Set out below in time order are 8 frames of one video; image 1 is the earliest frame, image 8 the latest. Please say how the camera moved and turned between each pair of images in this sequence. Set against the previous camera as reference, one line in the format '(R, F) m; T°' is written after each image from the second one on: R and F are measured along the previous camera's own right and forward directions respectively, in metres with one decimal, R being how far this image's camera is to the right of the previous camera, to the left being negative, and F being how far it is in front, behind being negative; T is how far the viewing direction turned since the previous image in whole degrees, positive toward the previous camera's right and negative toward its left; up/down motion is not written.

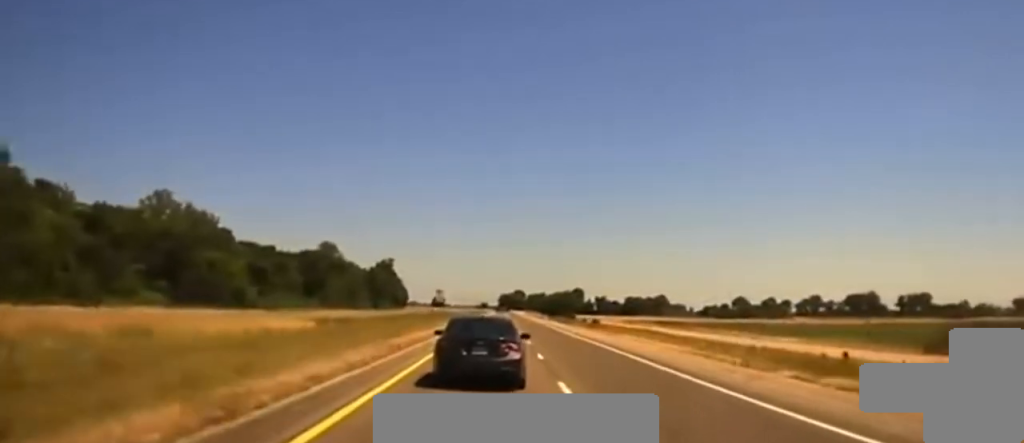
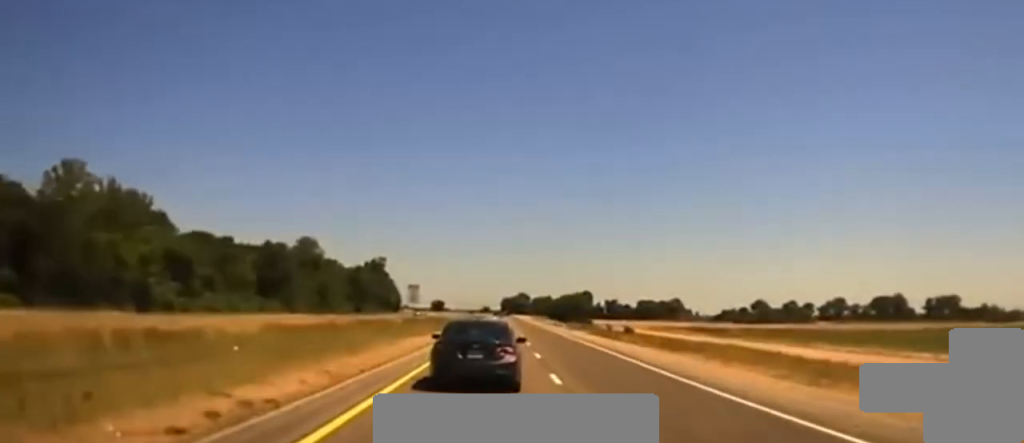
(-0.2, +43.2) m; 0°
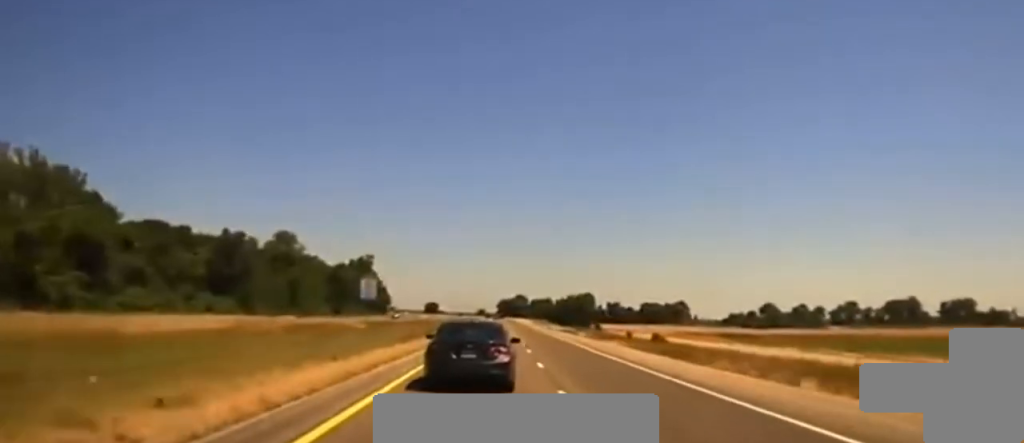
(0.0, +28.2) m; 0°
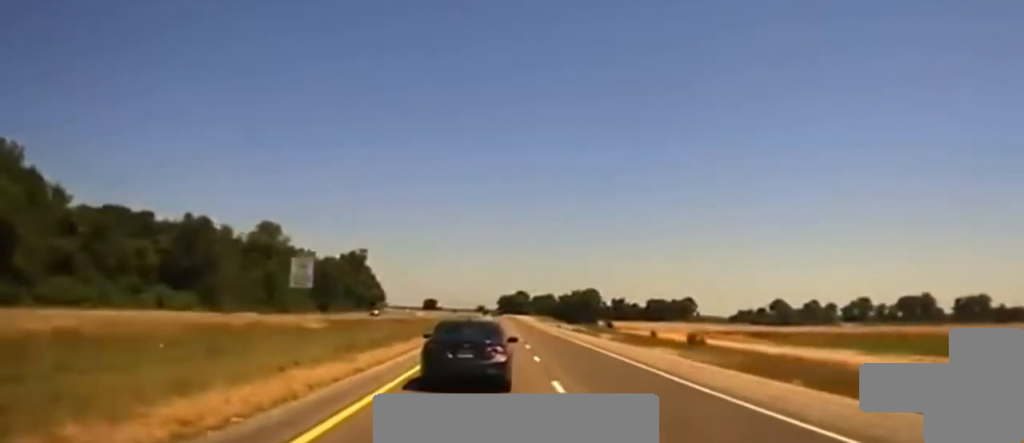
(0.0, +19.3) m; 0°
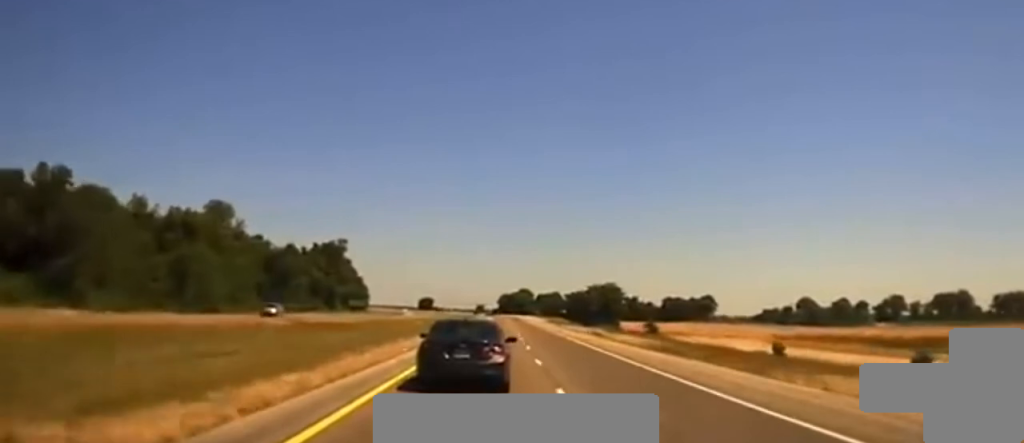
(0.0, +47.7) m; 0°
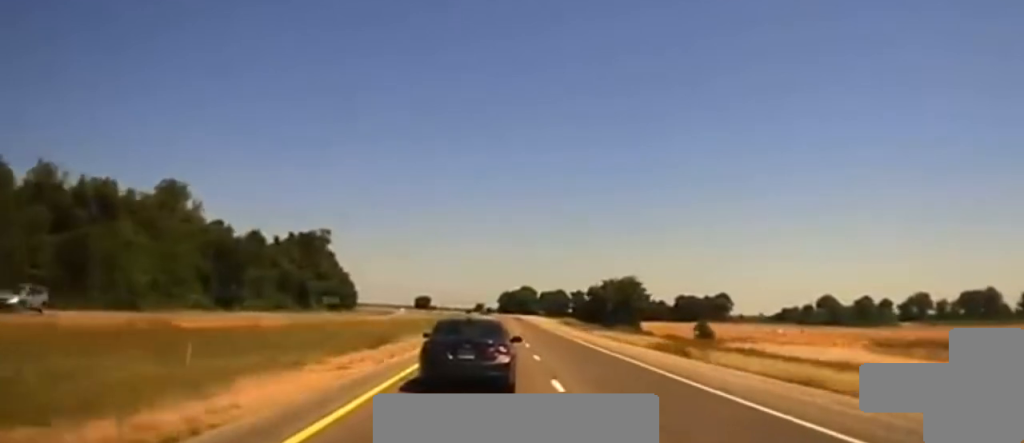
(0.0, +30.7) m; 0°
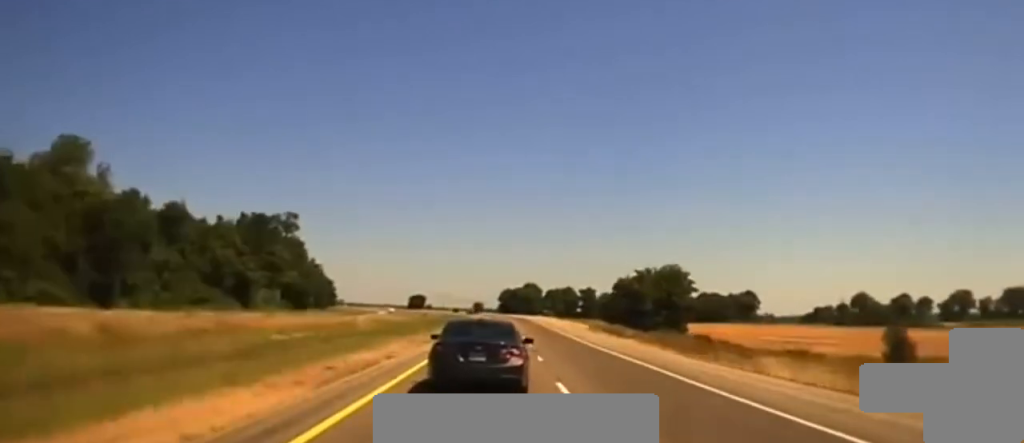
(0.0, +52.9) m; 0°
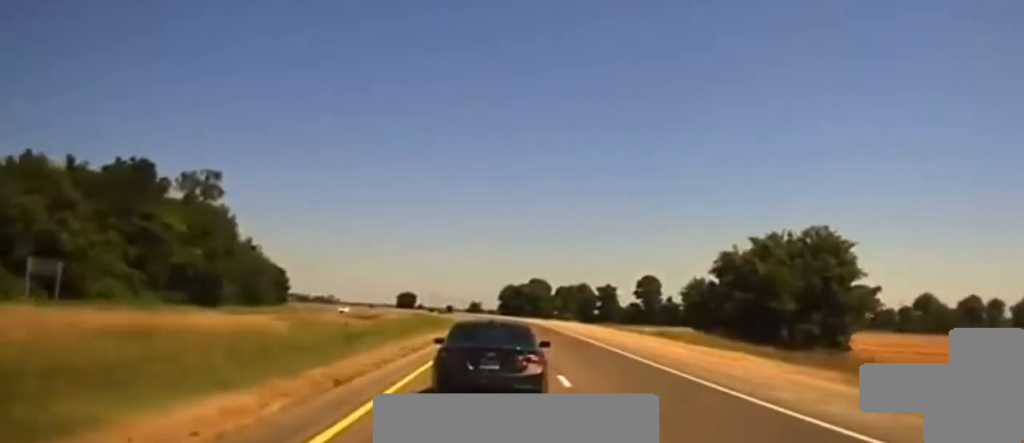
(0.0, +74.1) m; 0°
